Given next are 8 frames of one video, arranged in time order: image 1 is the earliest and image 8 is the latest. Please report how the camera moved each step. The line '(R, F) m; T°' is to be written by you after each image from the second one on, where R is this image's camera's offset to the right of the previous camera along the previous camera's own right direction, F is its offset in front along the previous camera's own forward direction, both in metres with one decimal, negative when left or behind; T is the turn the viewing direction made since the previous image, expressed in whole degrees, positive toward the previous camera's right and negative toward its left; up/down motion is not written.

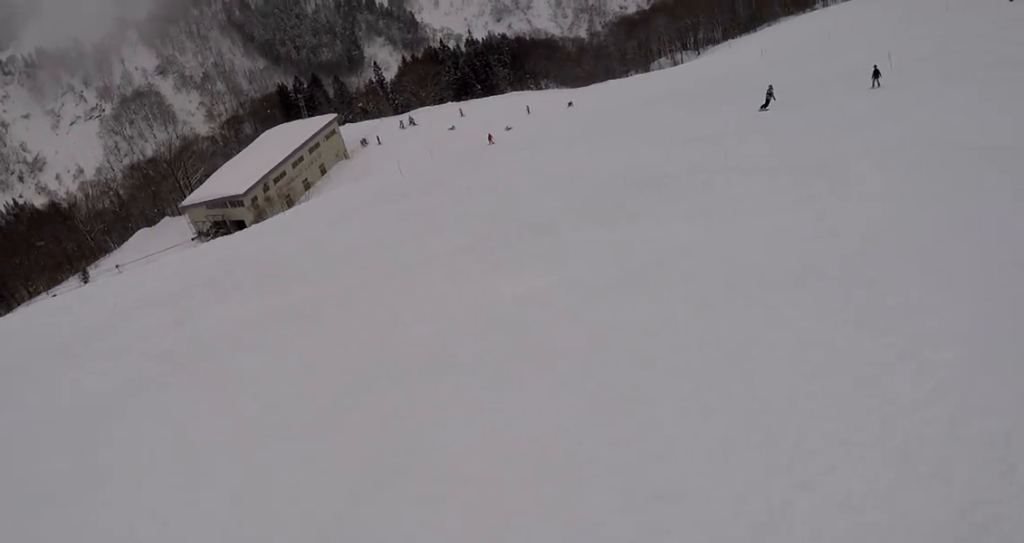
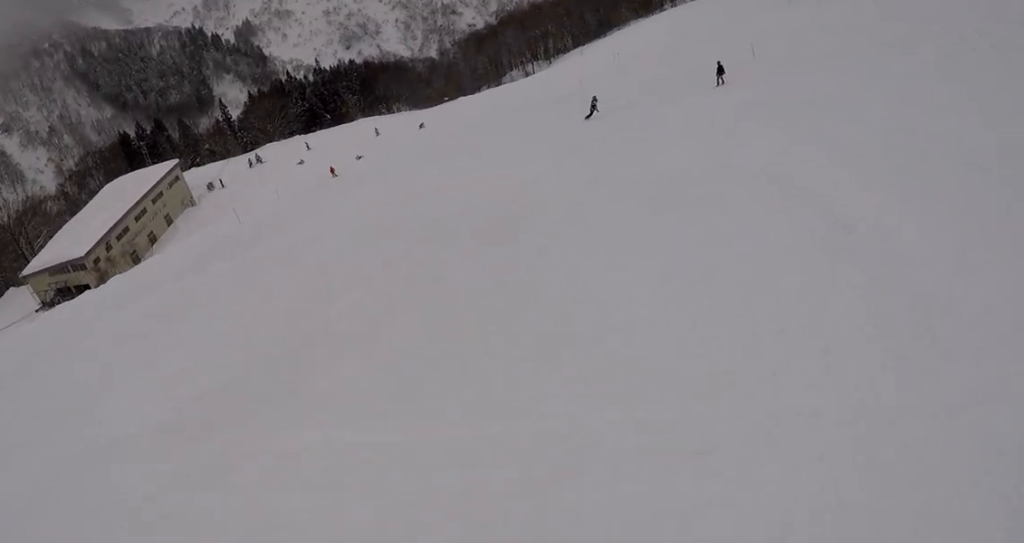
(+0.6, +3.8) m; +18°
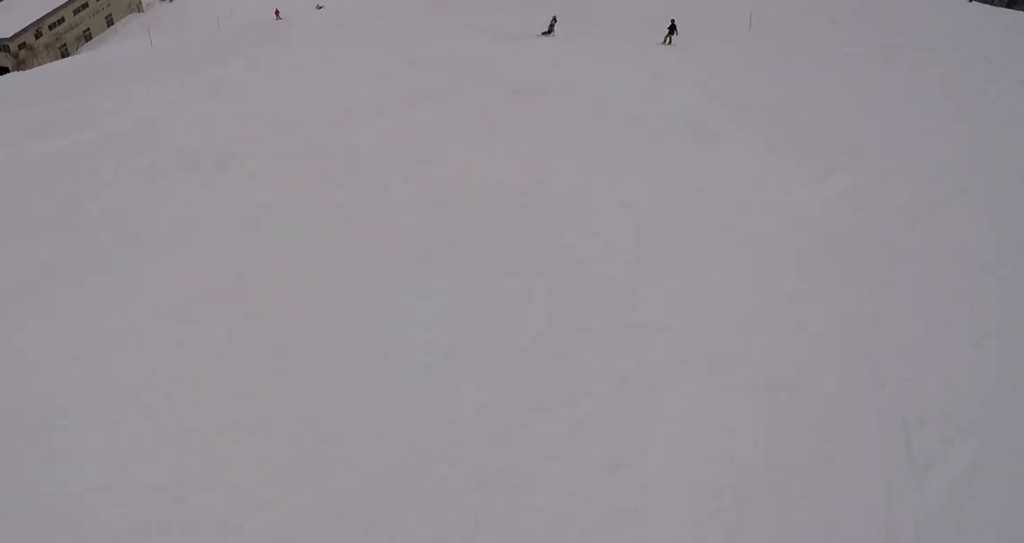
(+0.7, +4.2) m; -2°
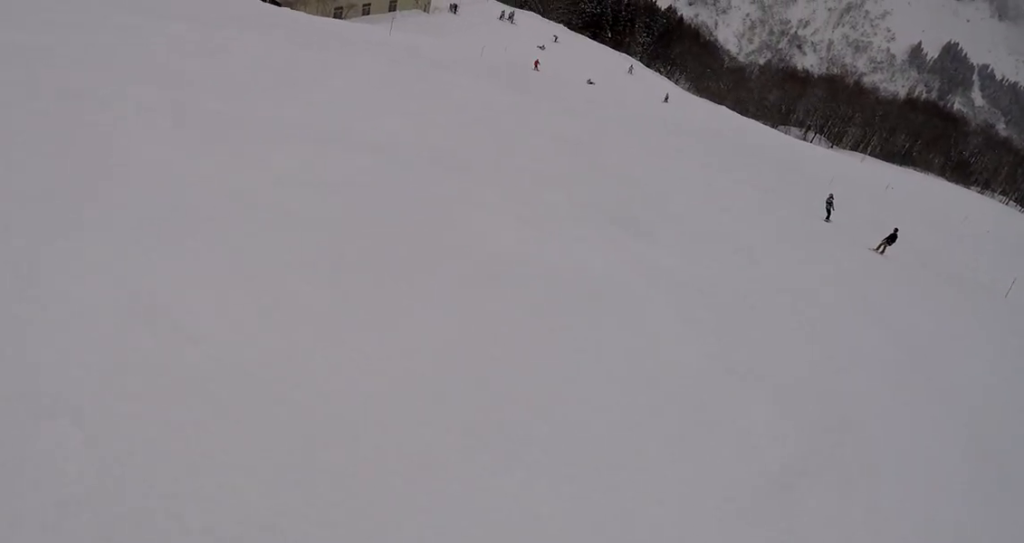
(-0.5, +4.4) m; -19°
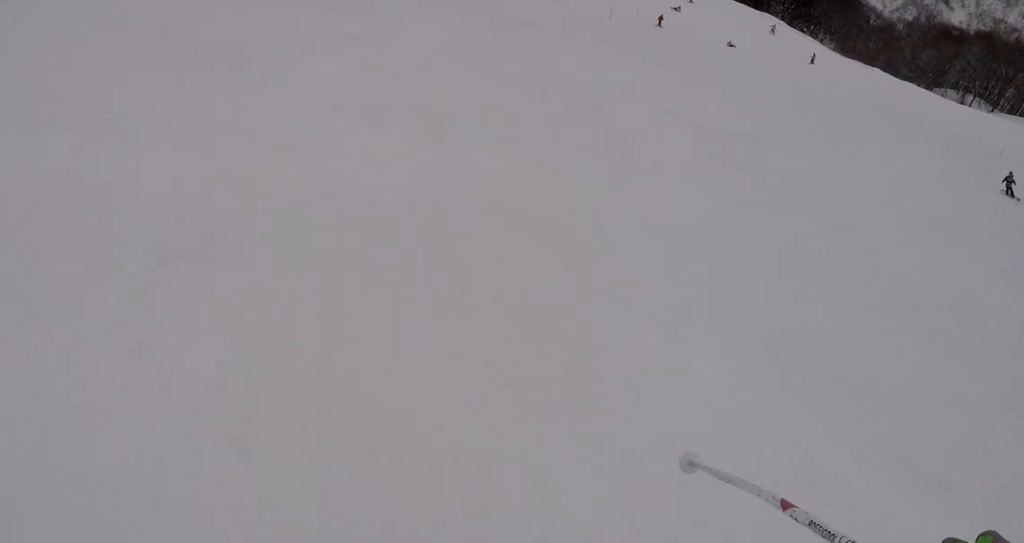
(-0.8, +4.0) m; -13°
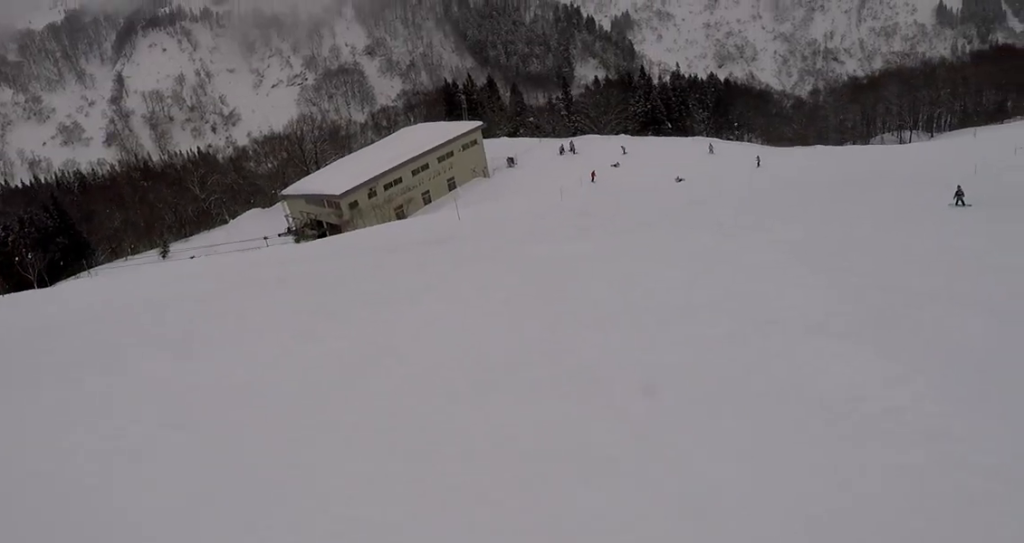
(-0.4, +4.3) m; 0°
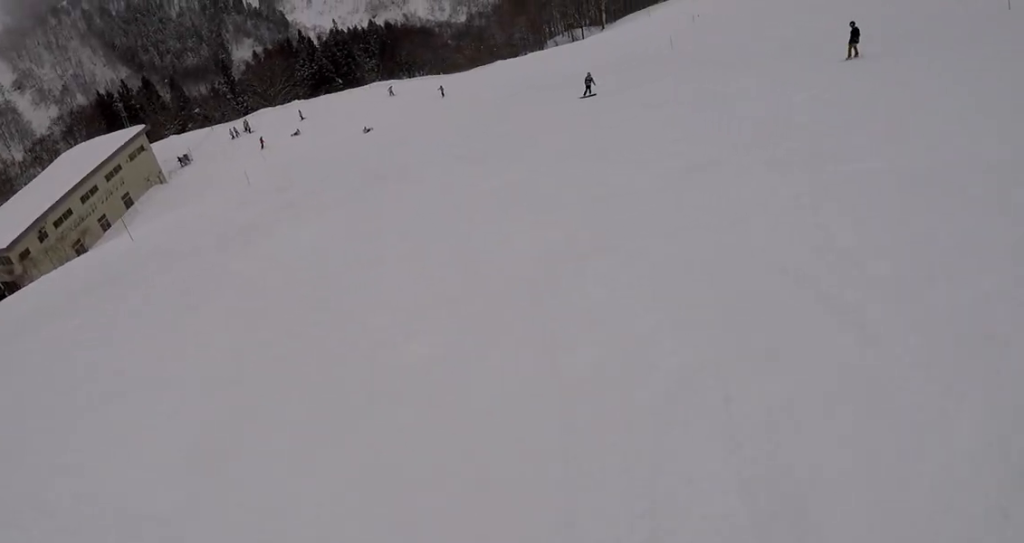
(+0.6, +5.0) m; +12°
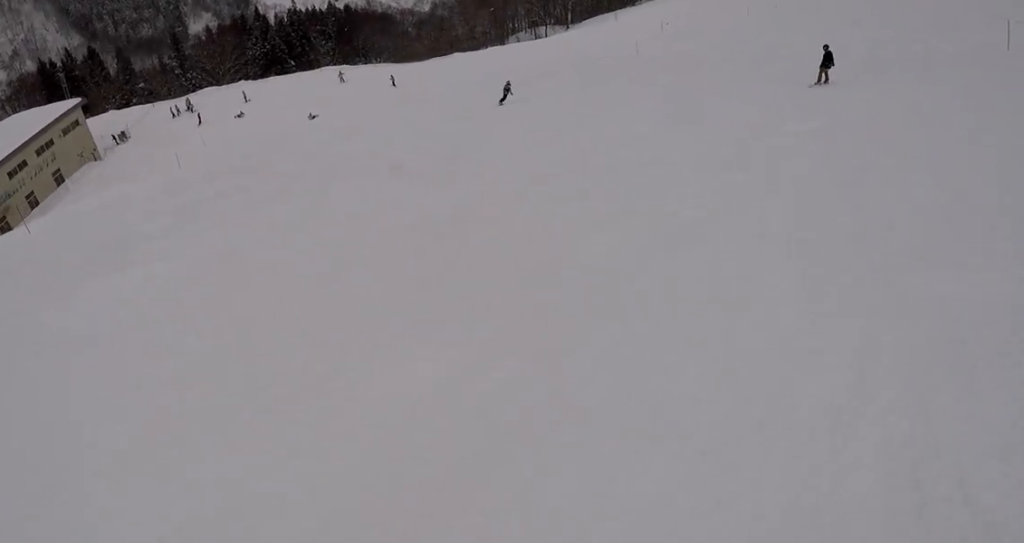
(0.0, +2.5) m; +5°
